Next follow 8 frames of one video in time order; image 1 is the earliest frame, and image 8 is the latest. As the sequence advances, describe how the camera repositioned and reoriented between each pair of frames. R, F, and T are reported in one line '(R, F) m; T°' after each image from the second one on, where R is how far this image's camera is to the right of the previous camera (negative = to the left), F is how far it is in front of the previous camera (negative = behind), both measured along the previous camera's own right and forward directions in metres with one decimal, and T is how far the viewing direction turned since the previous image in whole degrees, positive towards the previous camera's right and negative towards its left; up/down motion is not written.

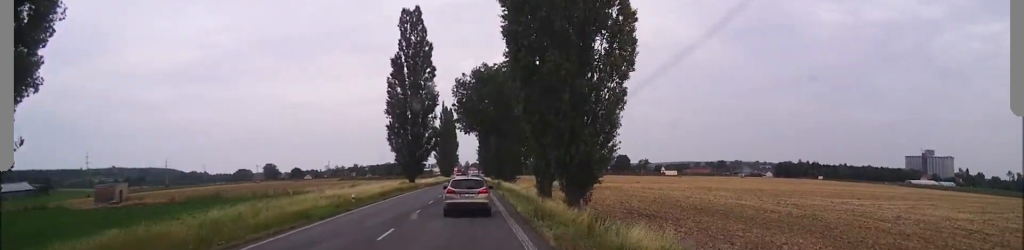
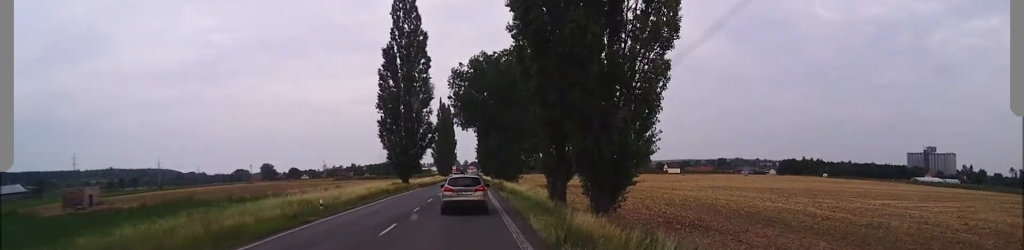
(-0.2, +7.4) m; -2°
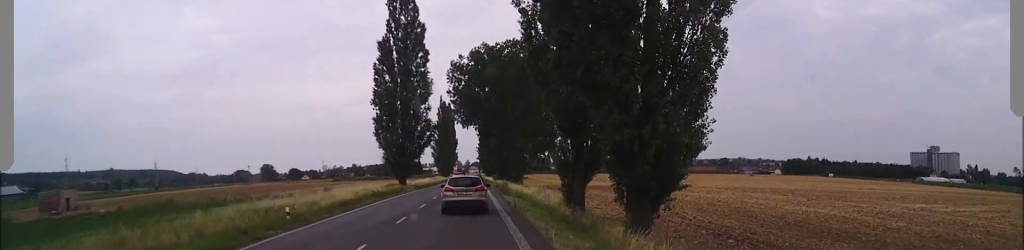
(0.0, +5.5) m; 0°
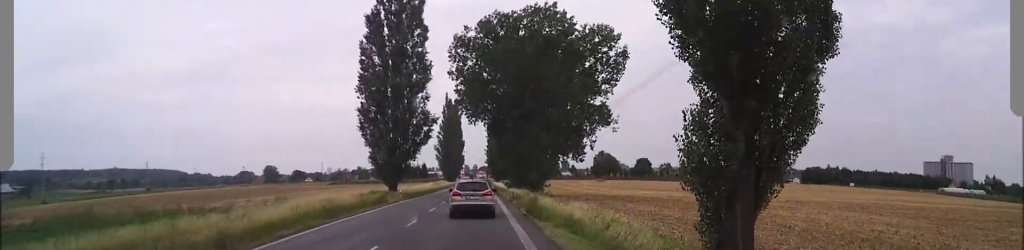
(0.0, +16.8) m; 0°
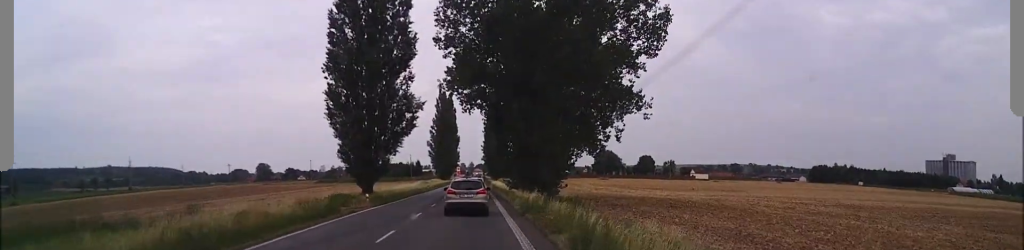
(0.0, +16.7) m; 0°
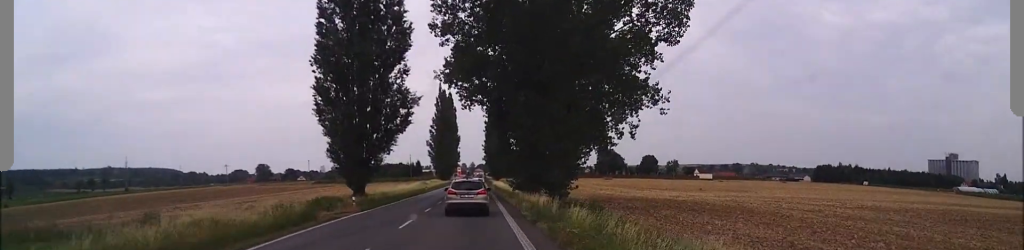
(0.0, +5.8) m; 0°
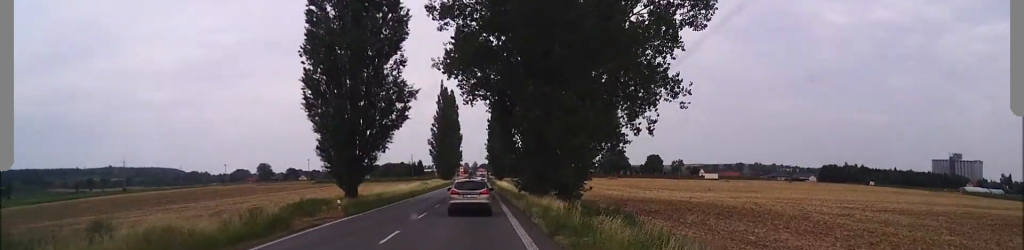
(0.0, +4.9) m; 0°
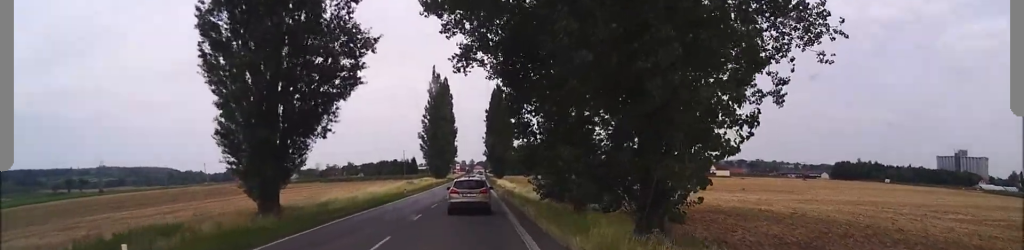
(-0.1, +18.8) m; -3°
